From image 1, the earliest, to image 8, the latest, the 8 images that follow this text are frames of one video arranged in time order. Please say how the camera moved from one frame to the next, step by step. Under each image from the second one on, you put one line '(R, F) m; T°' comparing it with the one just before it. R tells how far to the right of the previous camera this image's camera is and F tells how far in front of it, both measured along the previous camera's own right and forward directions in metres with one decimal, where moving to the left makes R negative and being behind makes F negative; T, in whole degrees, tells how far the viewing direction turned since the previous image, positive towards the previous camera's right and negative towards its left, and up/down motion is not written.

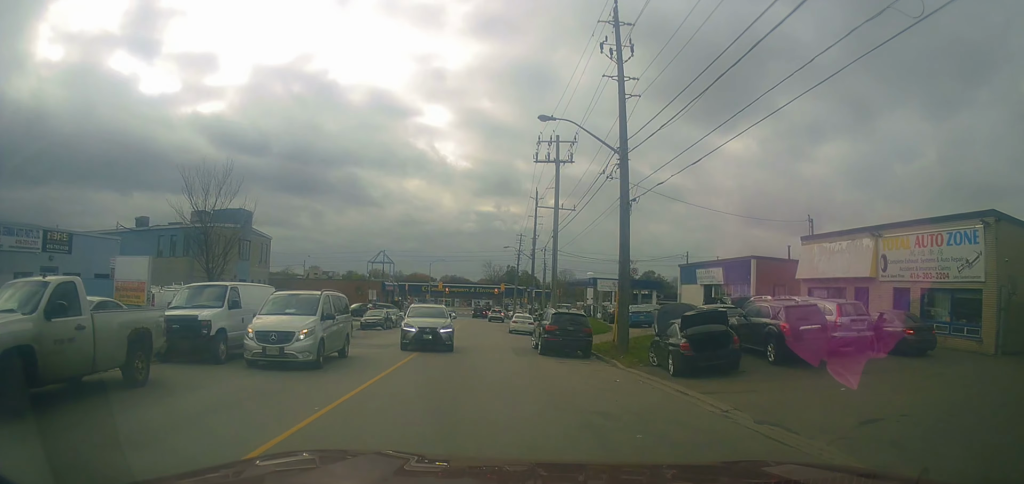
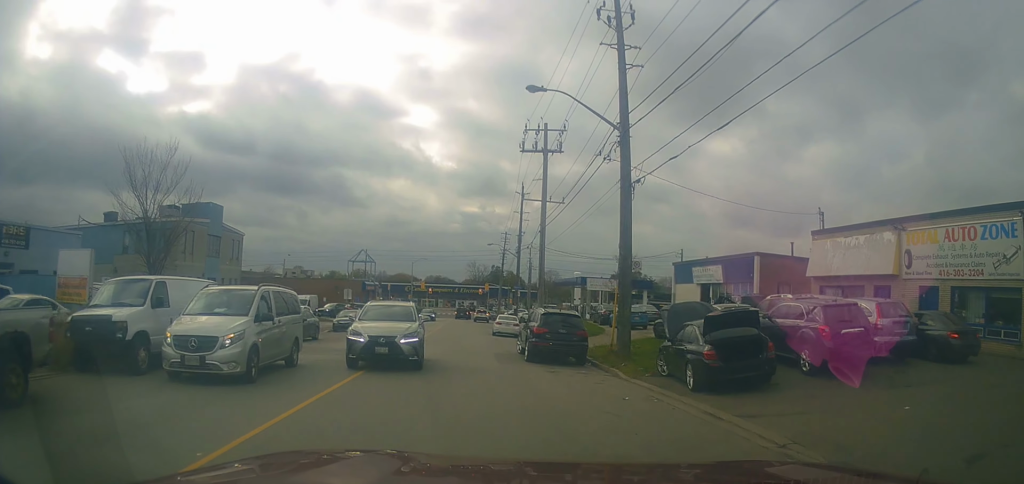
(-0.1, +3.1) m; 0°
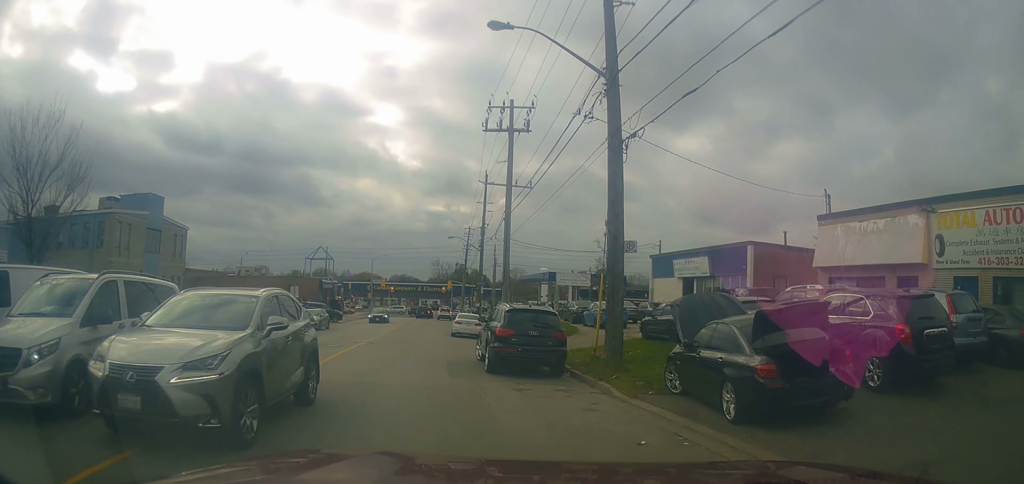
(+0.1, +4.5) m; +6°
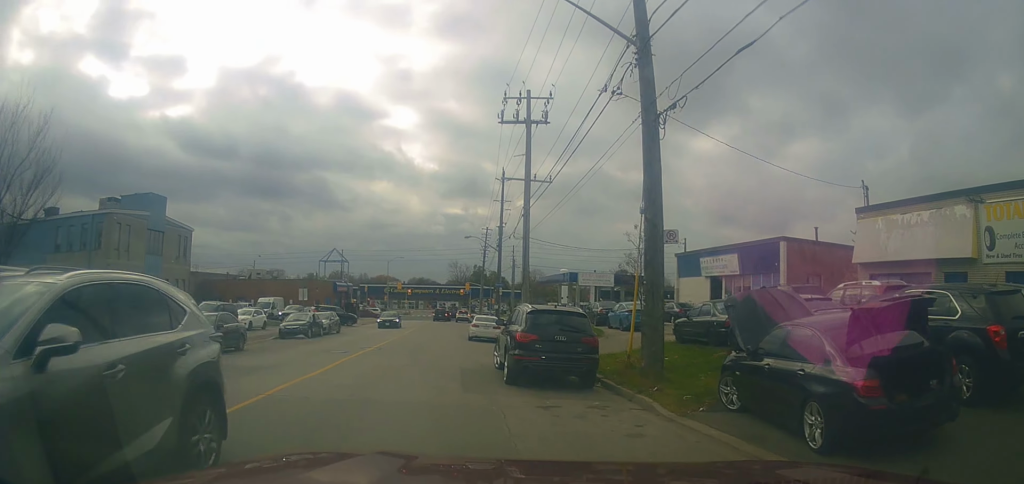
(+0.1, +2.1) m; +1°
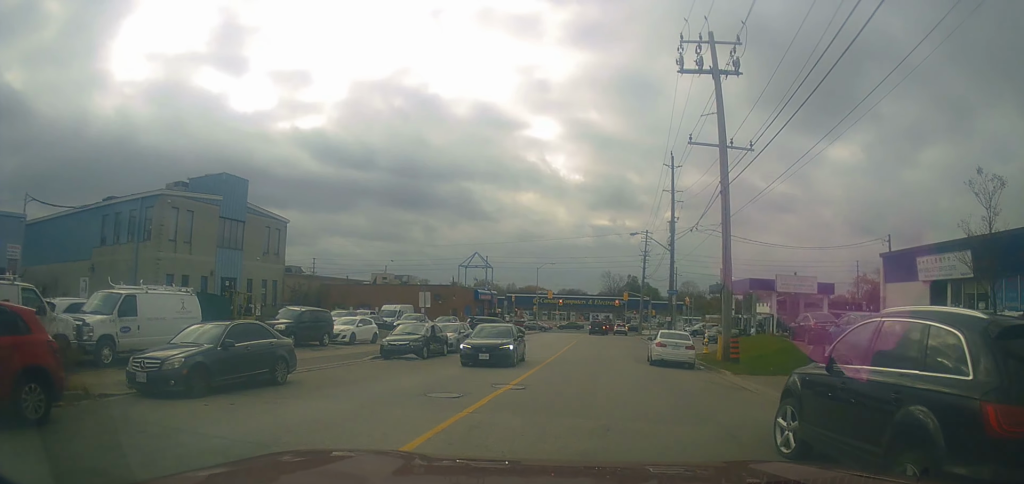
(-1.8, +8.5) m; -19°
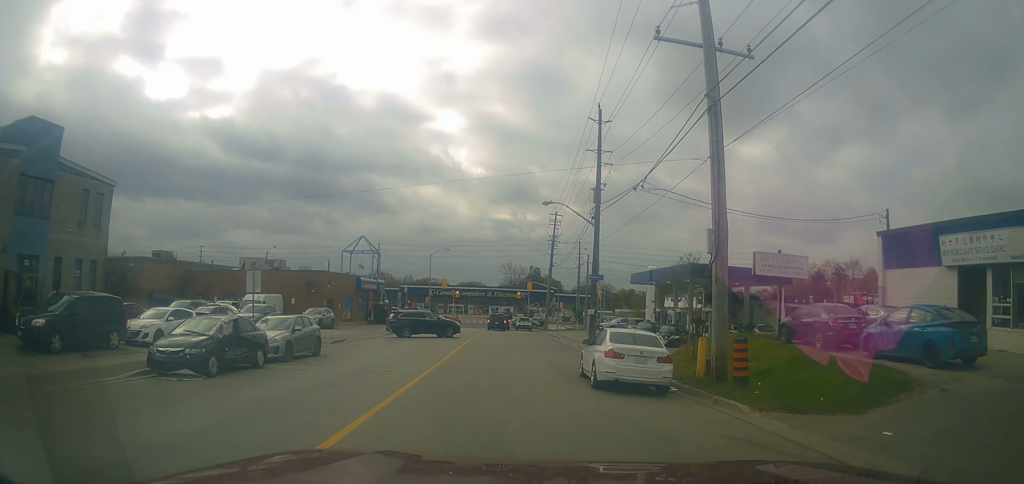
(+1.7, +8.4) m; +8°
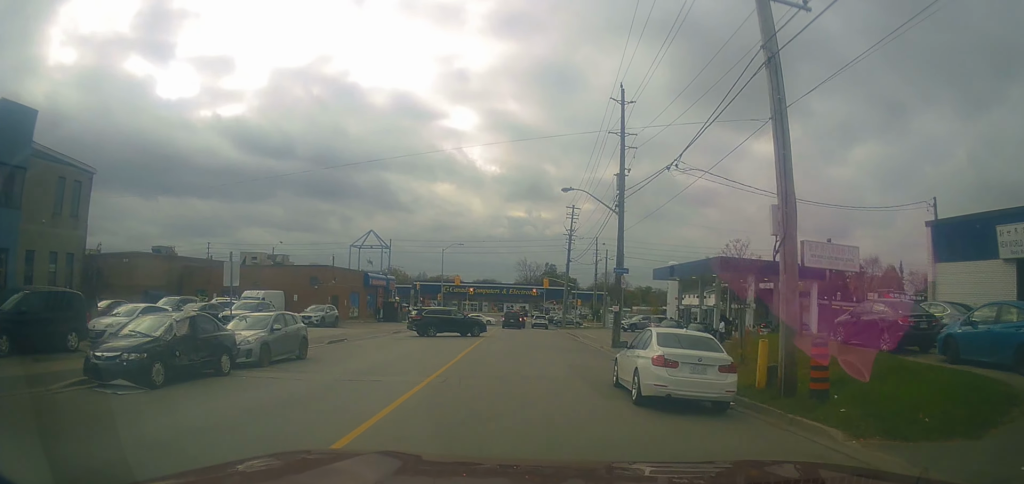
(-0.2, +2.6) m; 0°
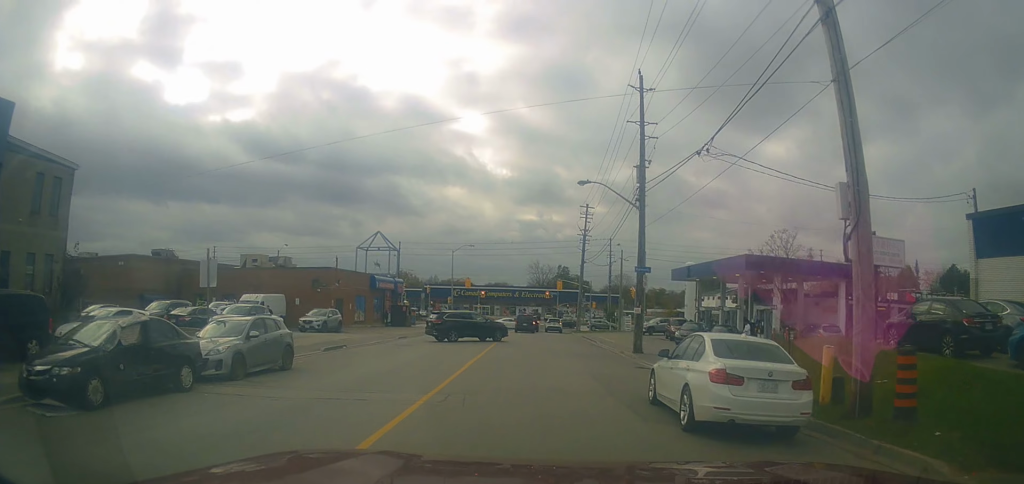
(-0.3, +2.0) m; +1°
